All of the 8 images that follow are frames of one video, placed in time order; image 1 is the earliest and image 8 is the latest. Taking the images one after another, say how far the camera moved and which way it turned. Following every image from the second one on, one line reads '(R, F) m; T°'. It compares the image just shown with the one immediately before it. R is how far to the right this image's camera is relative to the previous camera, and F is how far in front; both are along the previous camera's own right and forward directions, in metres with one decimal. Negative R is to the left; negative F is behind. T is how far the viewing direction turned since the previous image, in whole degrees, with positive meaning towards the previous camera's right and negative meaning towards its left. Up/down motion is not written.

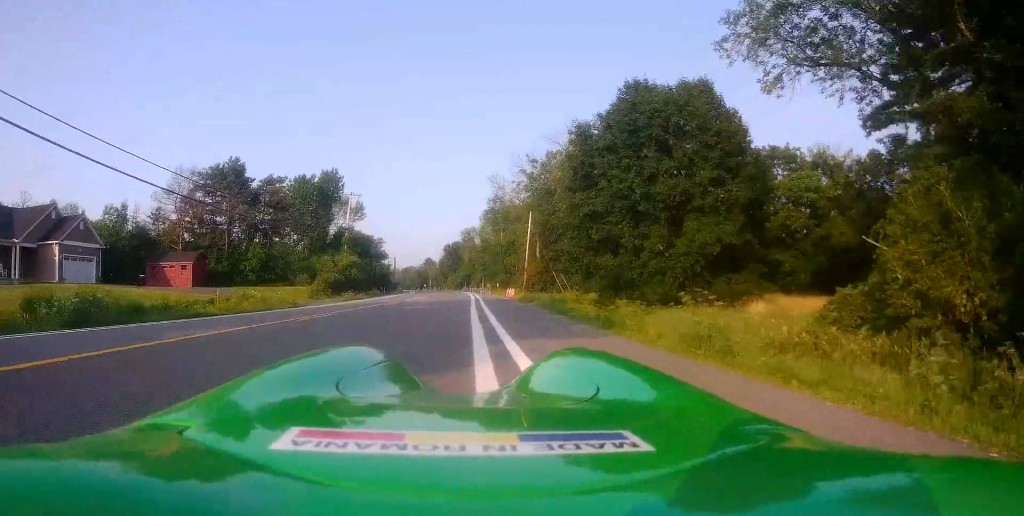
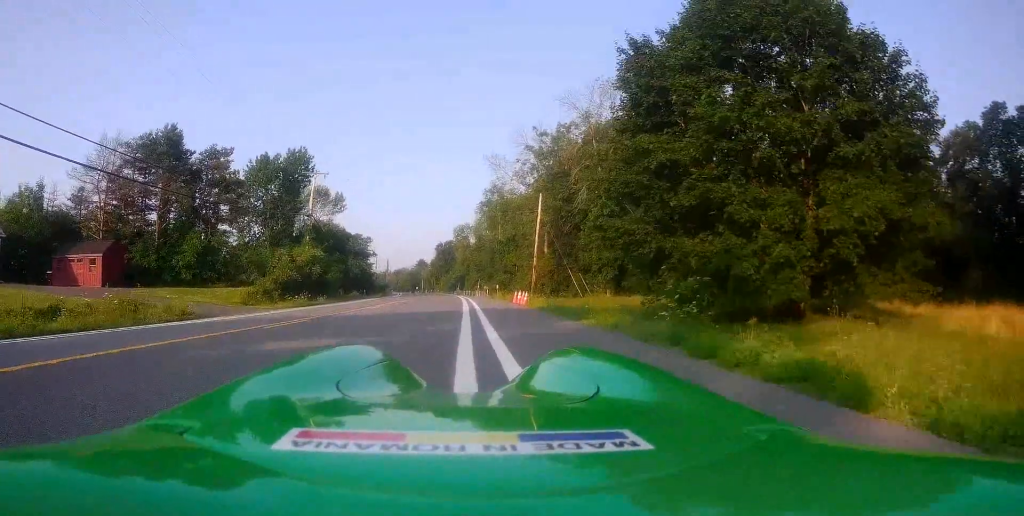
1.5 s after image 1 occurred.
(+0.6, +13.0) m; +5°
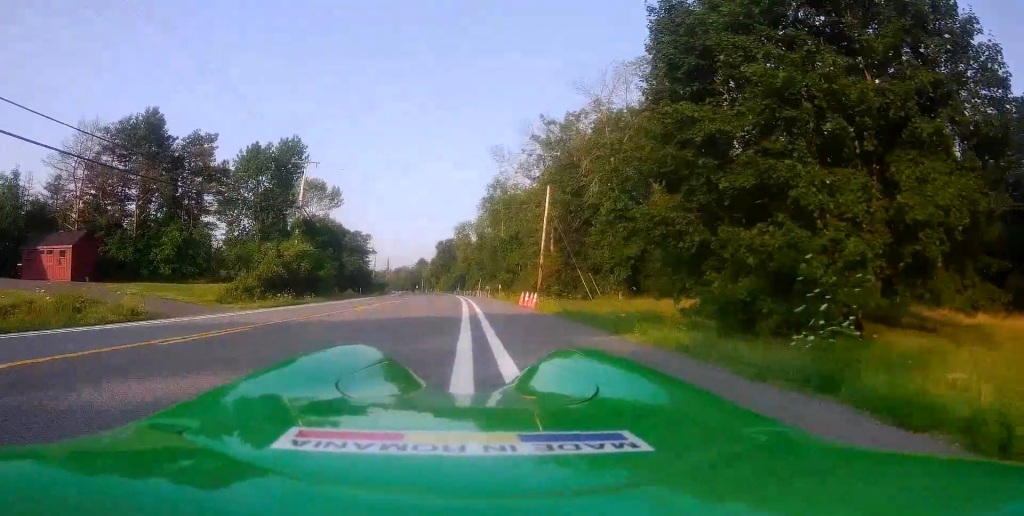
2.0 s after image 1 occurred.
(+0.4, +3.9) m; 0°
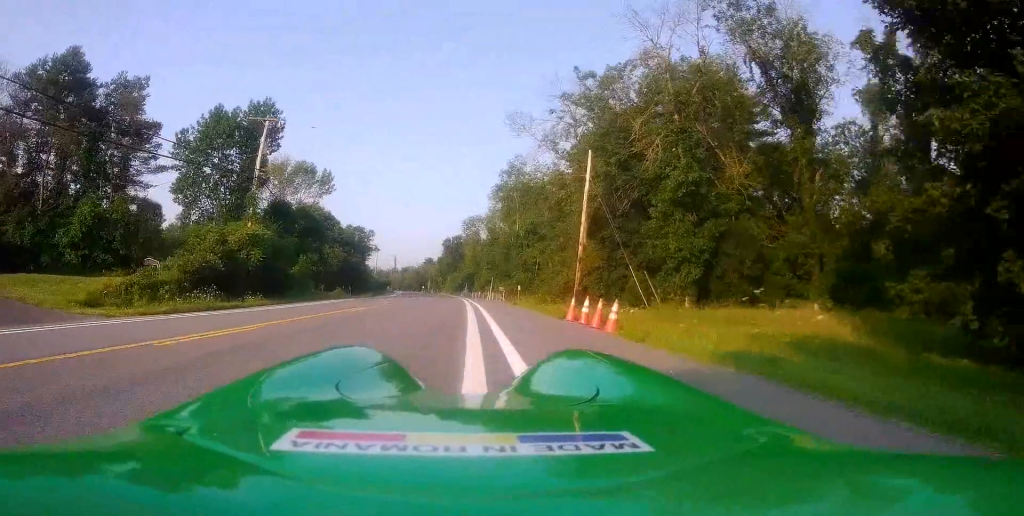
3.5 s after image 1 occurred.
(-0.6, +12.2) m; 0°
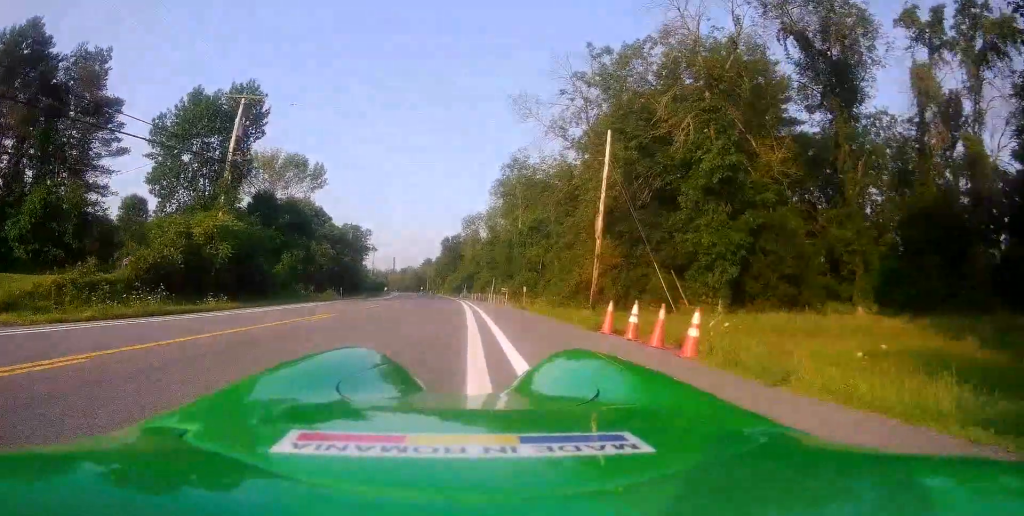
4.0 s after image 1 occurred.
(+0.3, +4.4) m; +1°
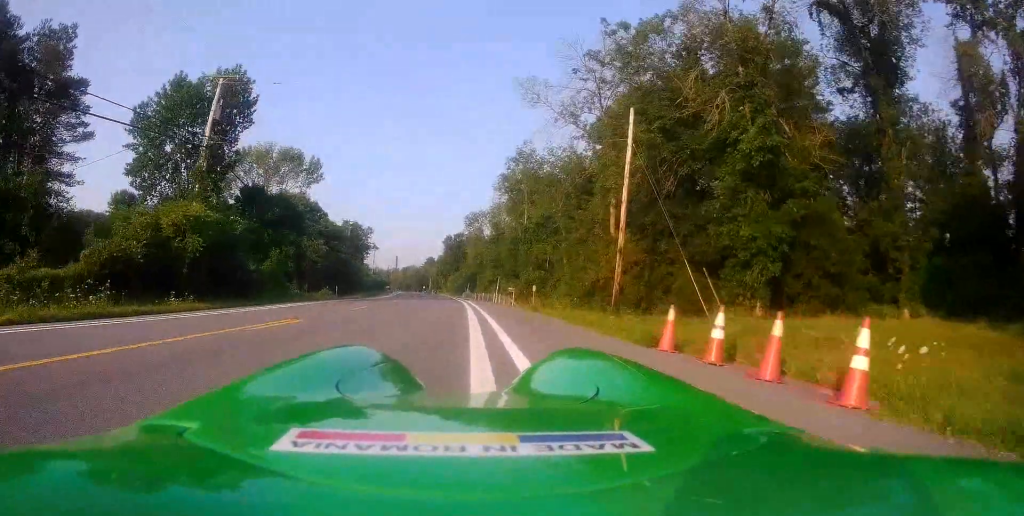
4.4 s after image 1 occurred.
(-0.1, +3.4) m; -1°
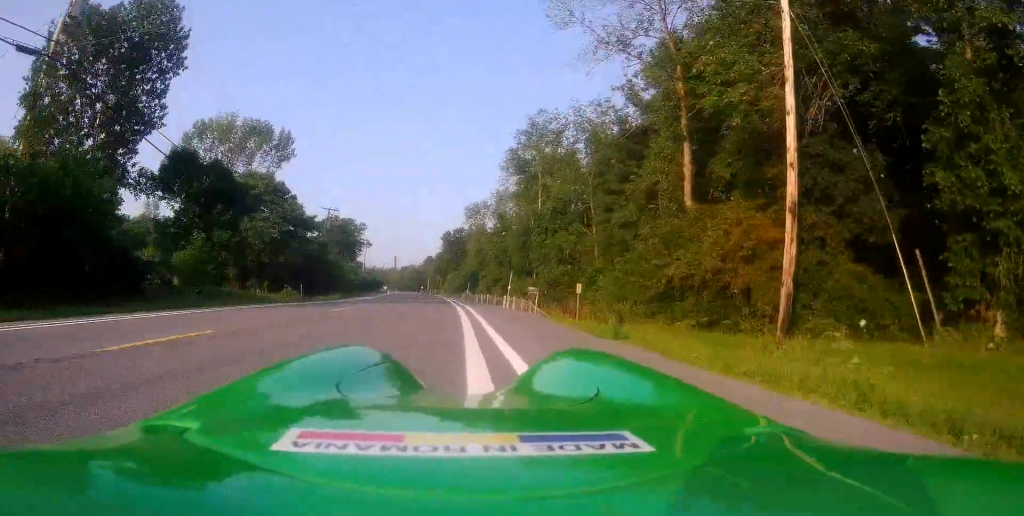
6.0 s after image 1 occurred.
(-0.5, +13.3) m; -4°
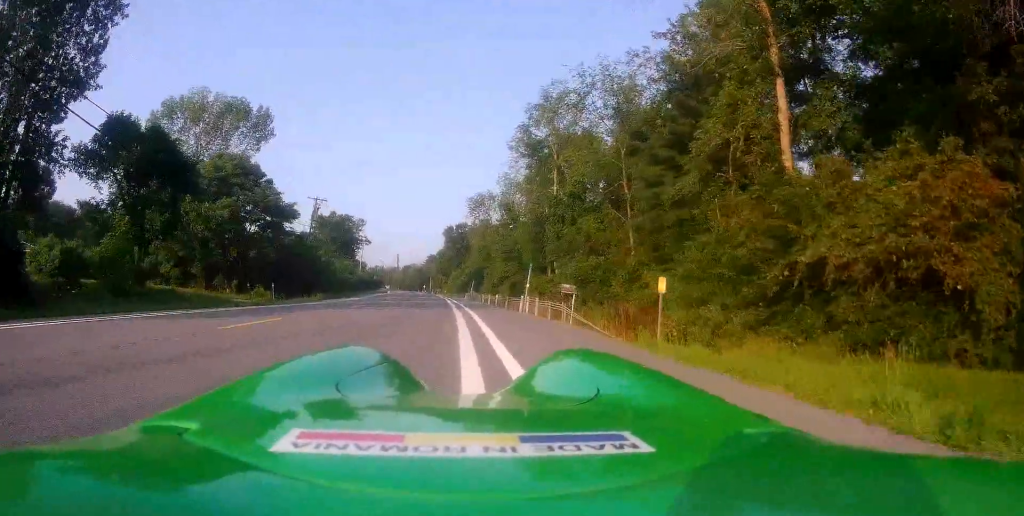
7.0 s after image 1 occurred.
(-0.3, +8.2) m; 0°
